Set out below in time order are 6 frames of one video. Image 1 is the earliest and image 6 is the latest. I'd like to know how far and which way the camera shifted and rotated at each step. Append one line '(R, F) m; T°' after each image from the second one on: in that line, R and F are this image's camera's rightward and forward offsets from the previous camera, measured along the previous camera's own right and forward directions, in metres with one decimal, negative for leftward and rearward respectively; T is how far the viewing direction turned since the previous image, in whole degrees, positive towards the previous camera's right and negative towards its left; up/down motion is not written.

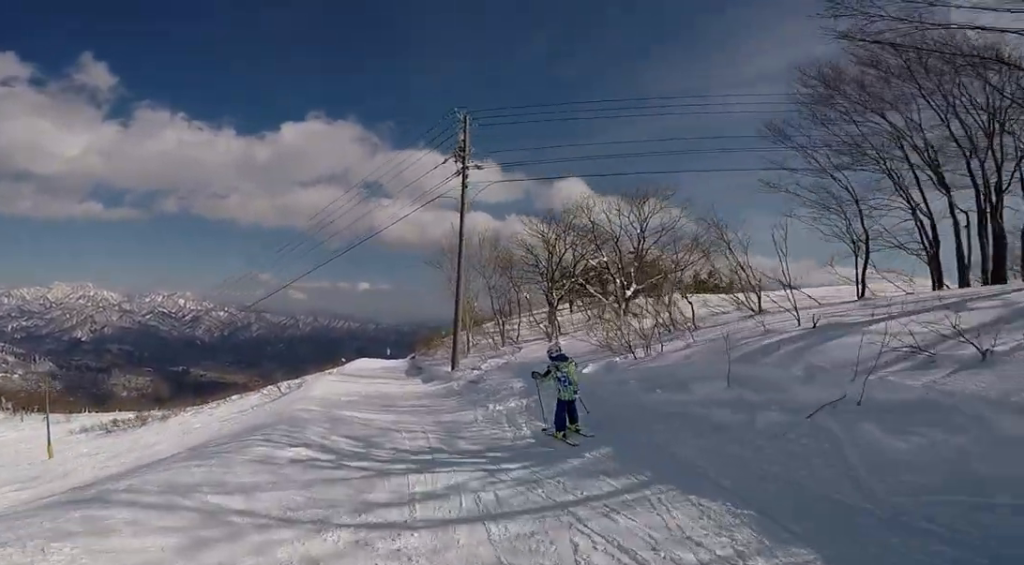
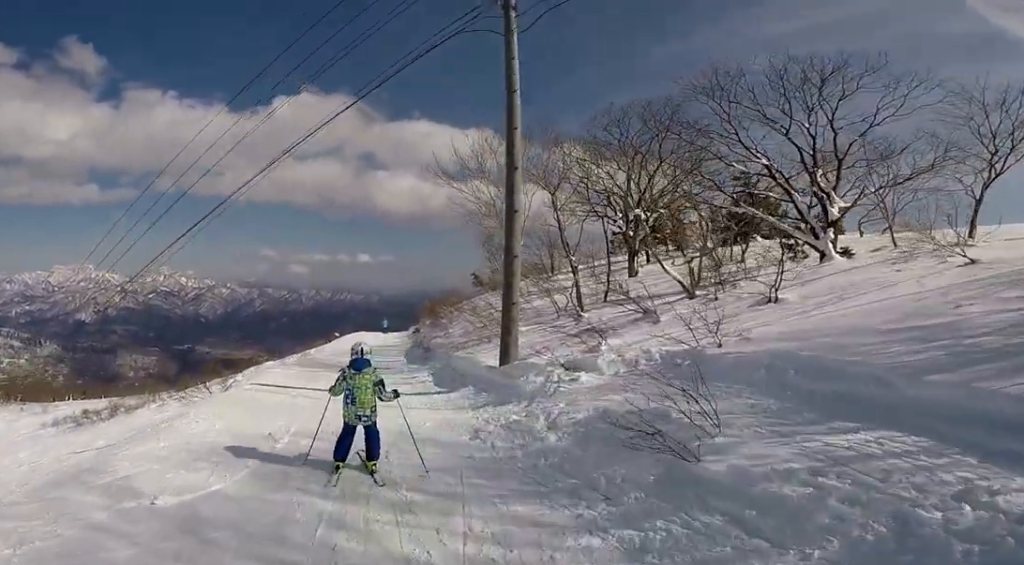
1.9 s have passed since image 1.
(-1.4, +9.3) m; -16°
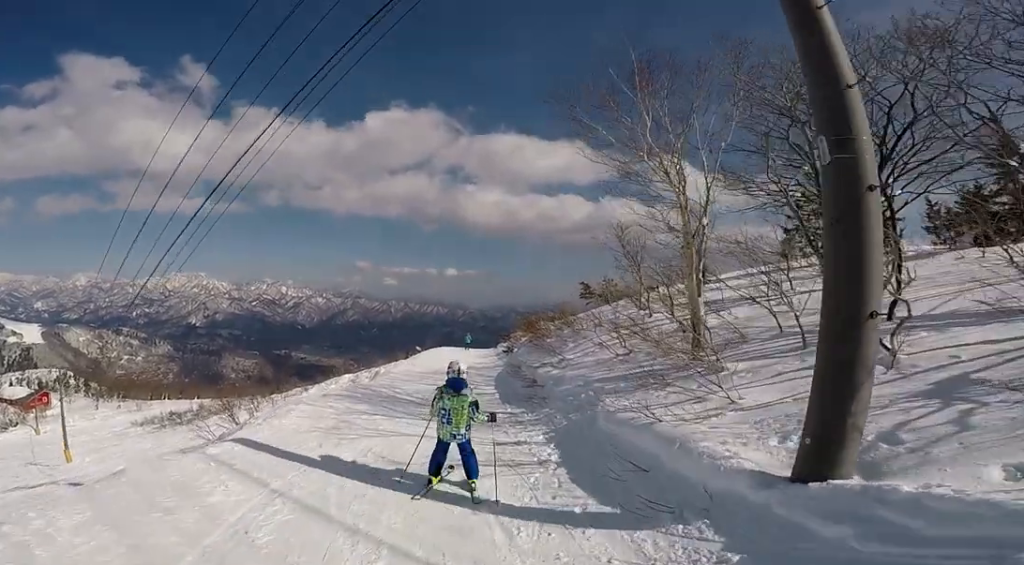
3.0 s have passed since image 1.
(0.0, +5.9) m; +9°
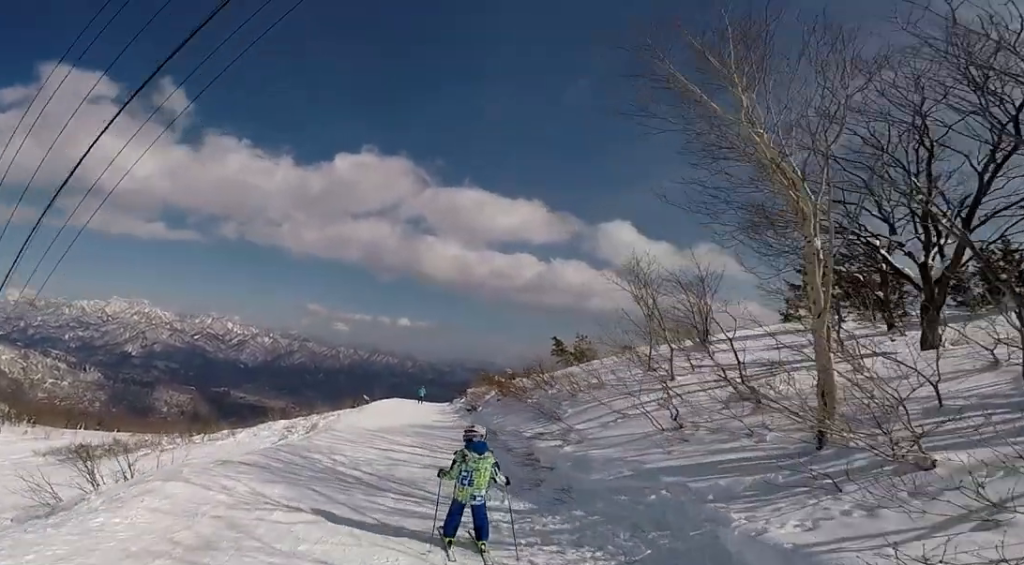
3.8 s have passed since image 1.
(+0.3, +3.7) m; +7°
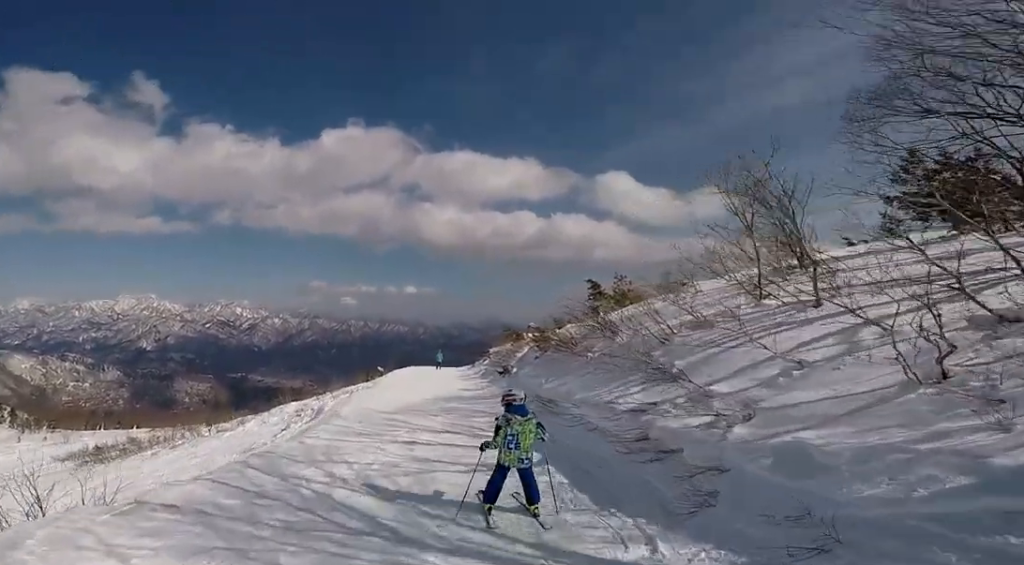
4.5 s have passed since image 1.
(+0.8, +3.5) m; 0°
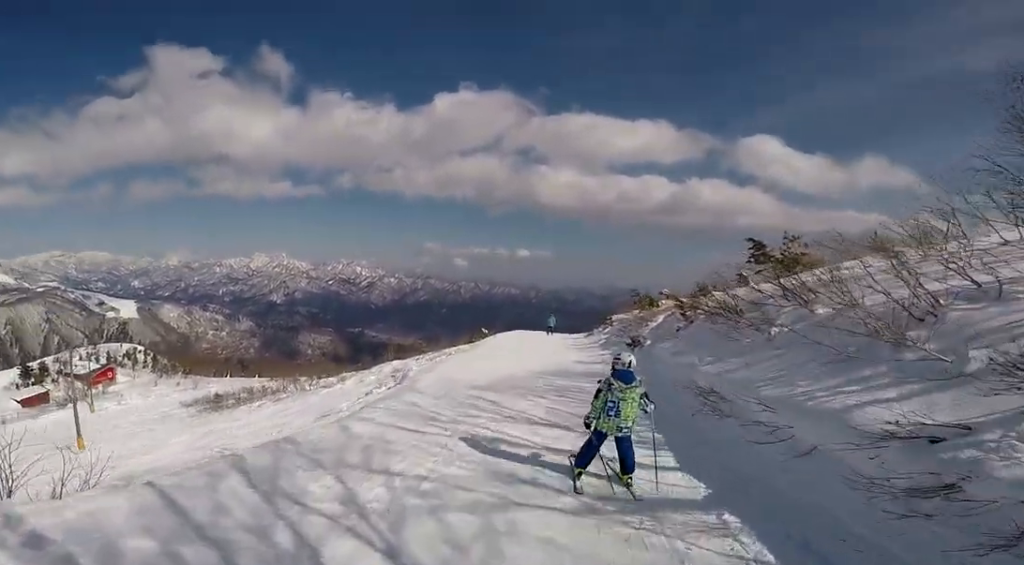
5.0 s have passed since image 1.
(-0.7, +2.4) m; -8°
